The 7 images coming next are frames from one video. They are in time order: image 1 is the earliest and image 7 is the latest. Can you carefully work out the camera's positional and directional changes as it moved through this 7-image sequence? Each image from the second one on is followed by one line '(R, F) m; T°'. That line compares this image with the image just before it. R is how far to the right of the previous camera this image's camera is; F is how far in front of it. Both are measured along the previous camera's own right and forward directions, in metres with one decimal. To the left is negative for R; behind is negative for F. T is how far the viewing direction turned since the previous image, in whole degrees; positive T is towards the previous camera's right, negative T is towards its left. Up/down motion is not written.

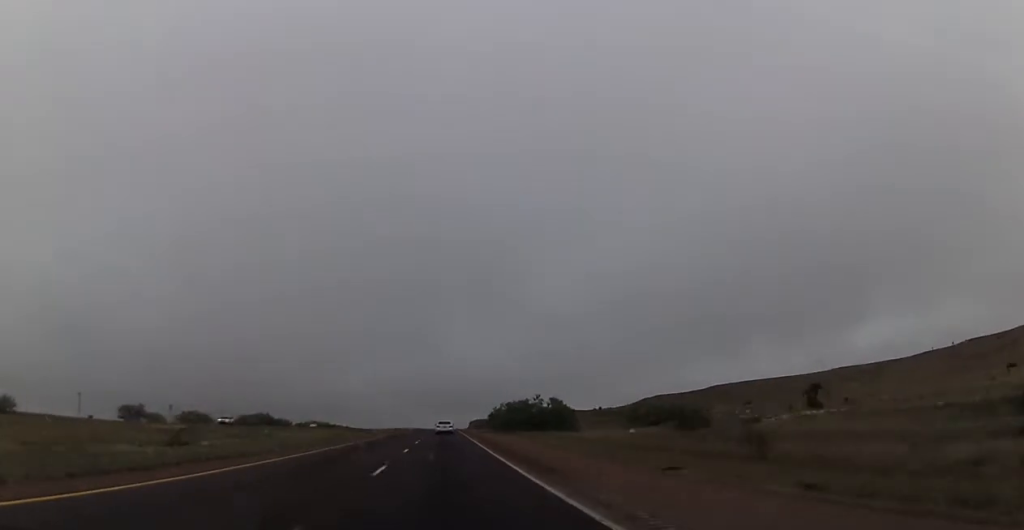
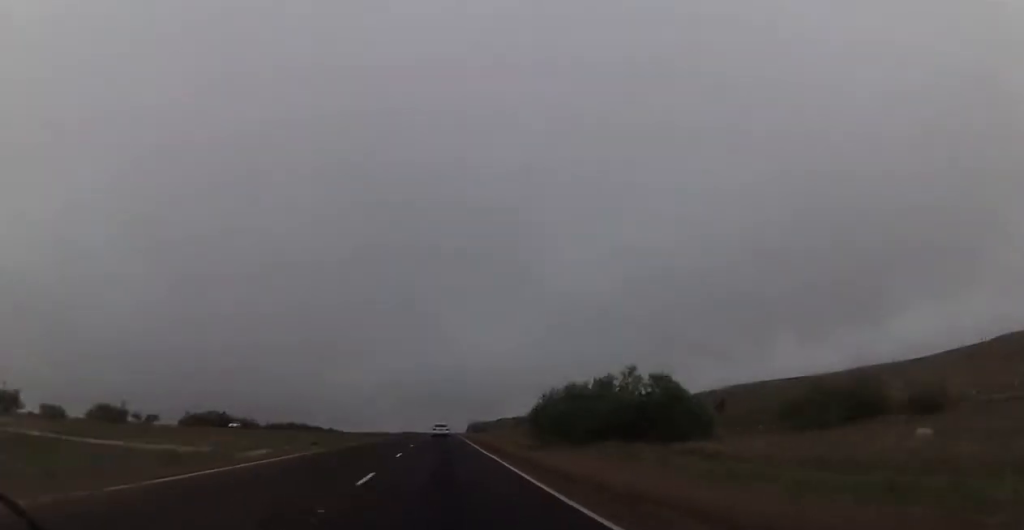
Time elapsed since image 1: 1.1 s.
(-0.4, +39.4) m; -1°
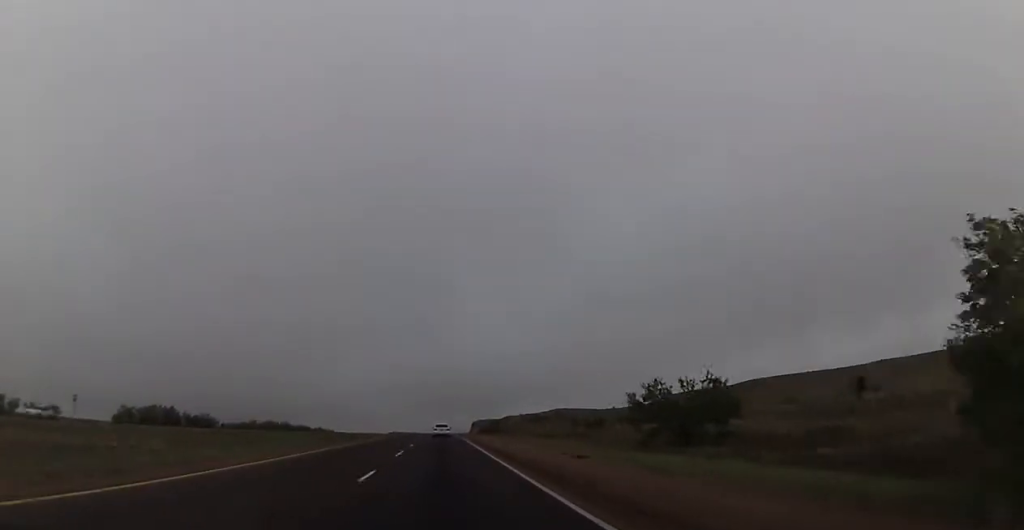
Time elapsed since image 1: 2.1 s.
(-0.1, +35.8) m; +1°
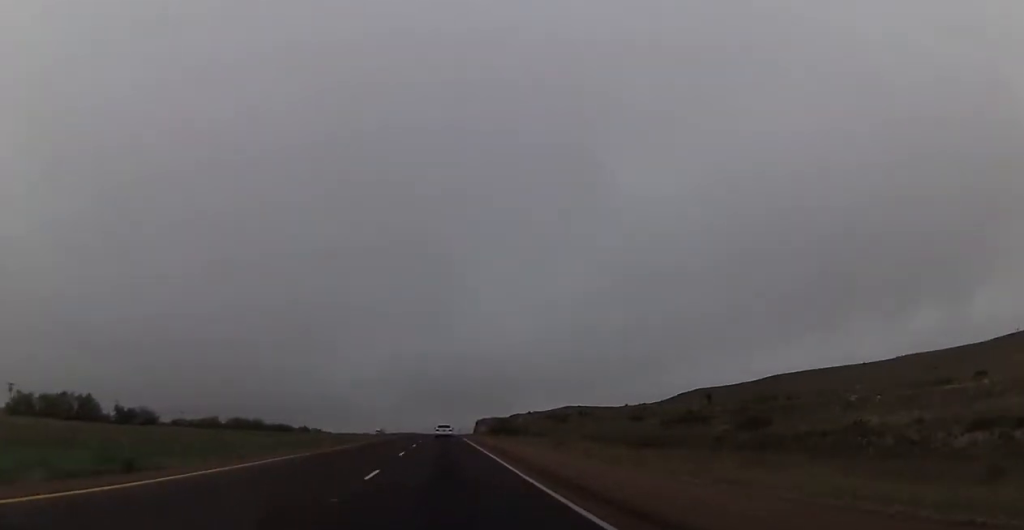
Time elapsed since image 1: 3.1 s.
(+0.4, +35.8) m; 0°
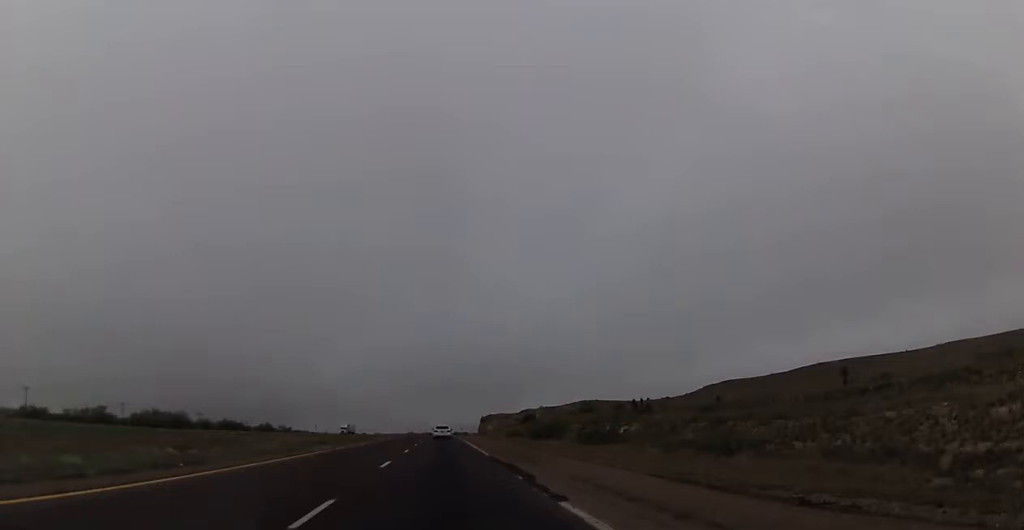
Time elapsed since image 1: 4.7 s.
(-0.7, +56.1) m; -1°
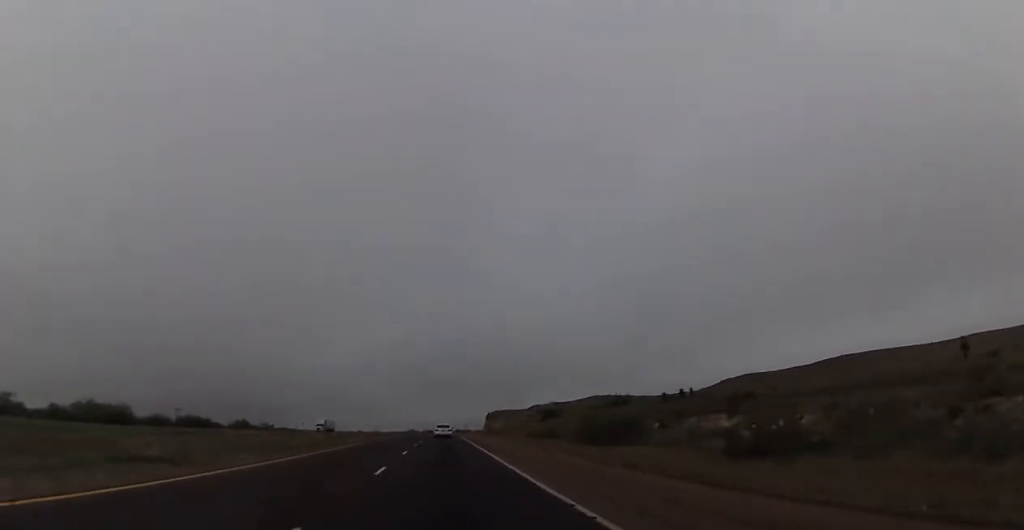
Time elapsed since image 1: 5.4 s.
(0.0, +27.5) m; 0°
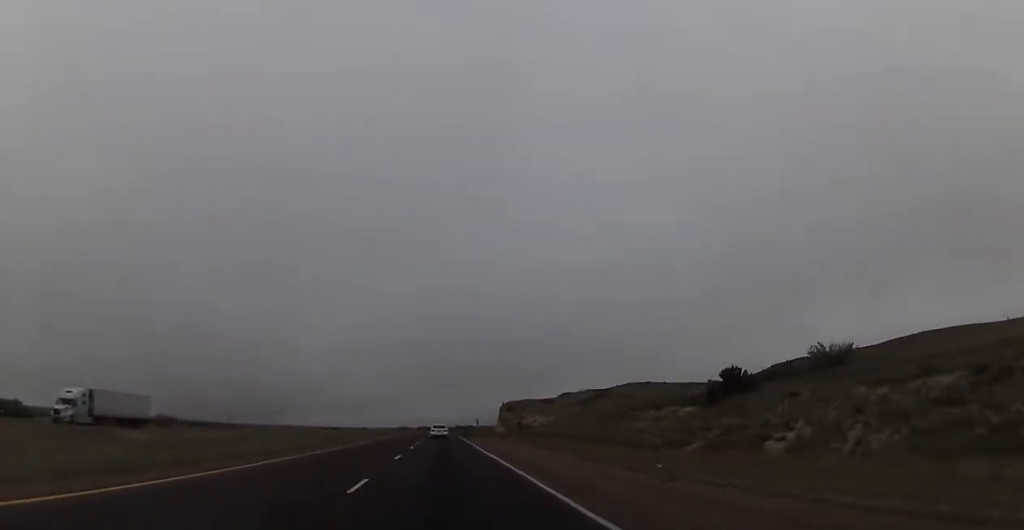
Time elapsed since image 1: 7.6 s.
(+0.8, +77.7) m; 0°
